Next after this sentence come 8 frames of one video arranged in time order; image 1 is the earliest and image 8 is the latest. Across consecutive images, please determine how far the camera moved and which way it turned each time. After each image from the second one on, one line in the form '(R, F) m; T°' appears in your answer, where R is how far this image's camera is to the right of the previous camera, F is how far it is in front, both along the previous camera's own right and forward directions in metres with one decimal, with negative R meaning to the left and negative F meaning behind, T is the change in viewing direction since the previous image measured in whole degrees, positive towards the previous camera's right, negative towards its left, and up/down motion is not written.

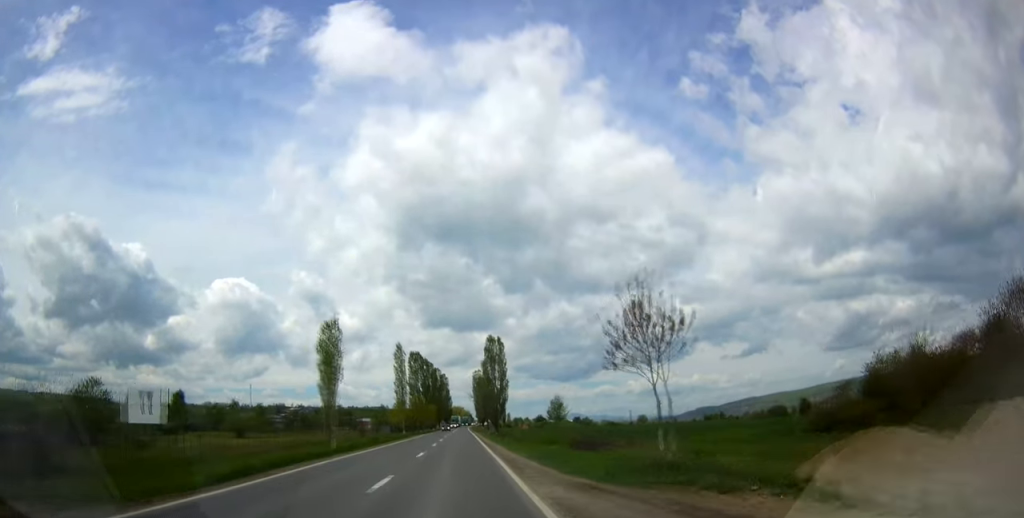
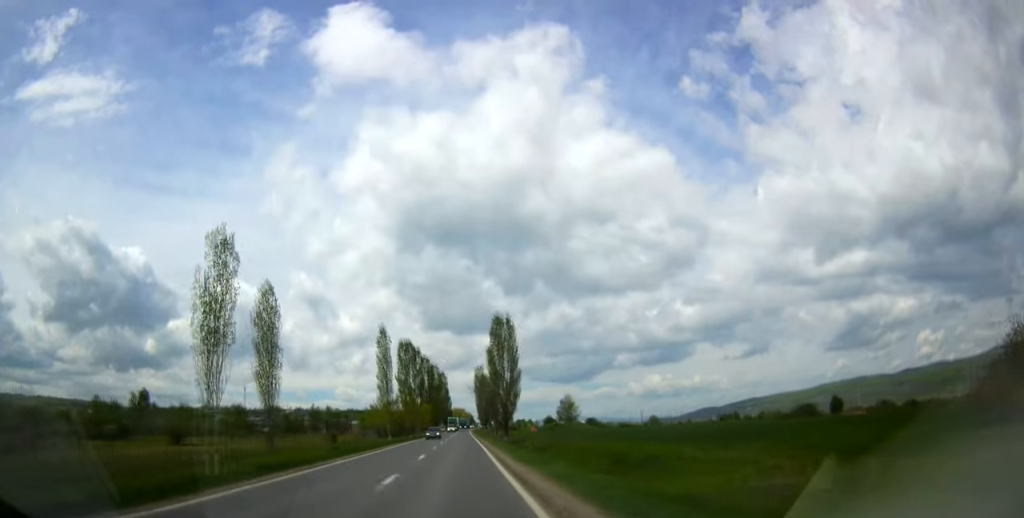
(+0.2, +22.6) m; -1°
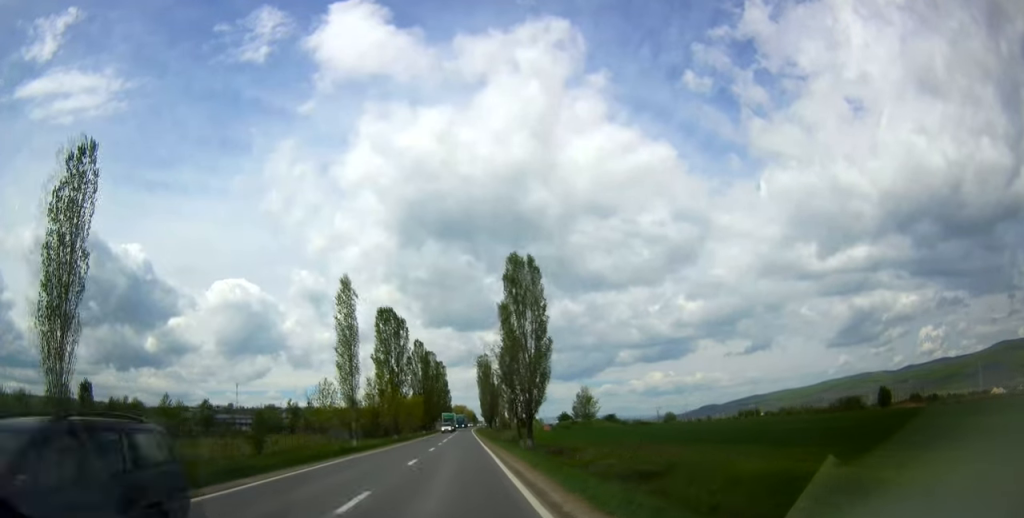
(-0.6, +29.0) m; -1°
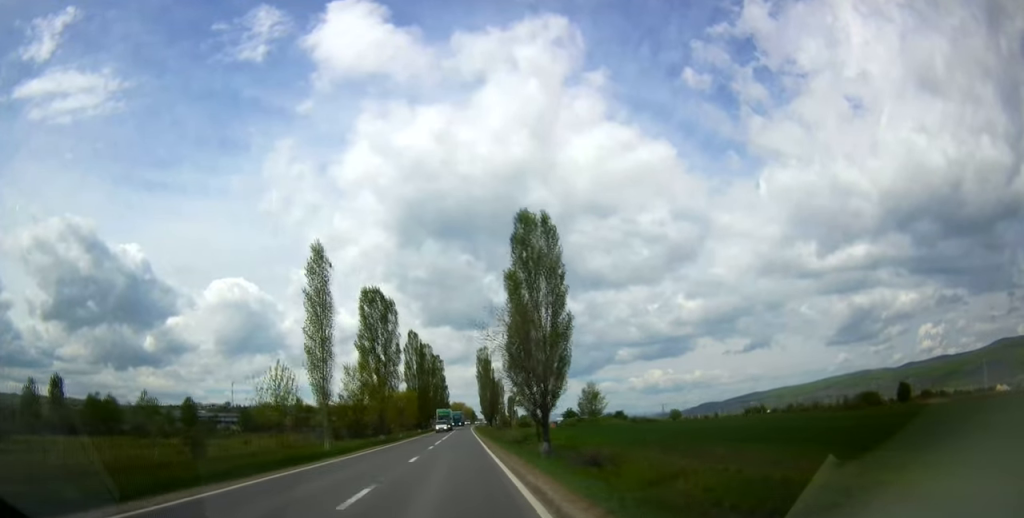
(-0.1, +11.2) m; +1°
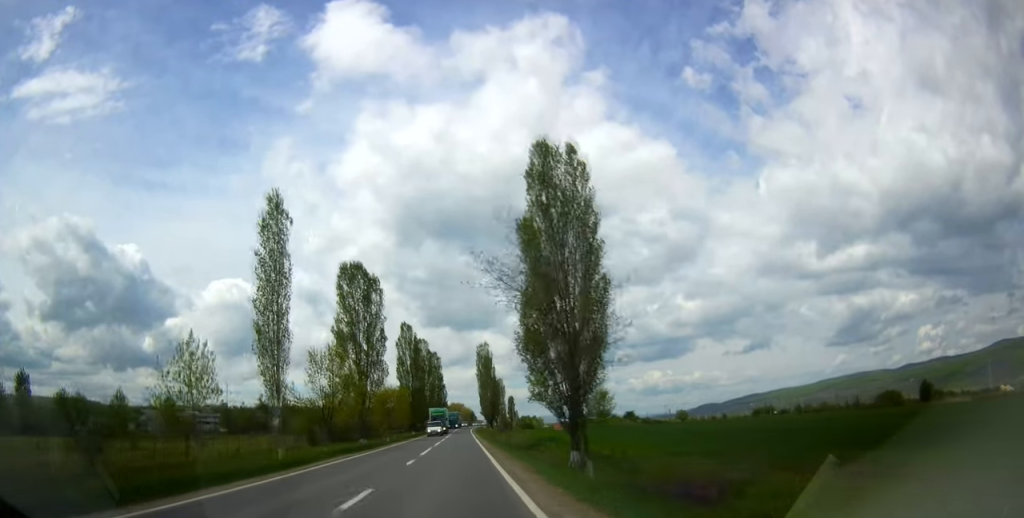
(+0.1, +11.2) m; +1°
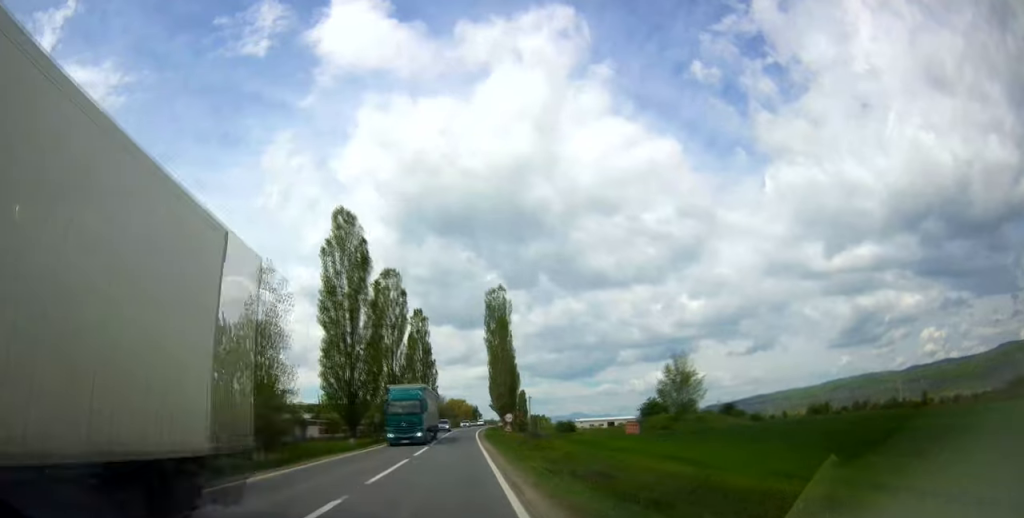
(+1.0, +63.1) m; 0°
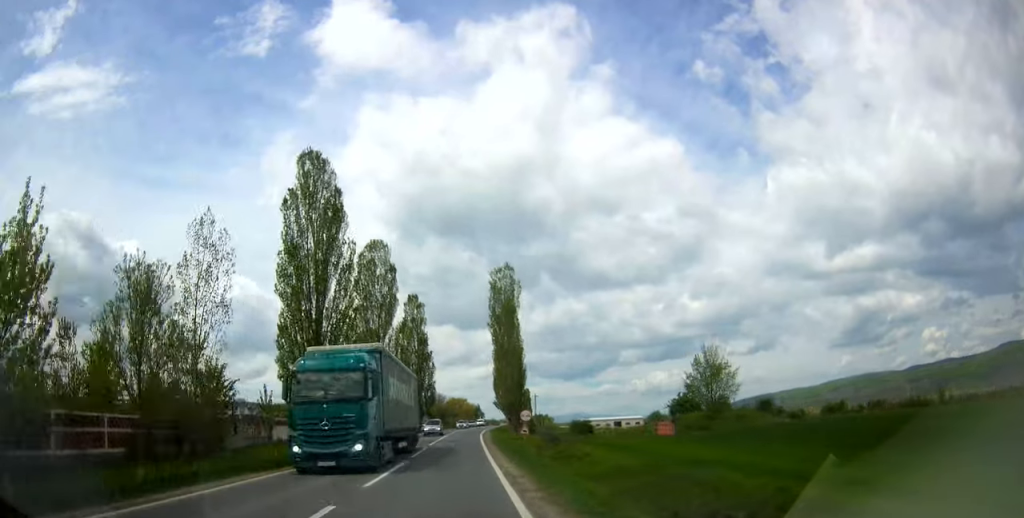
(-0.1, +13.1) m; 0°
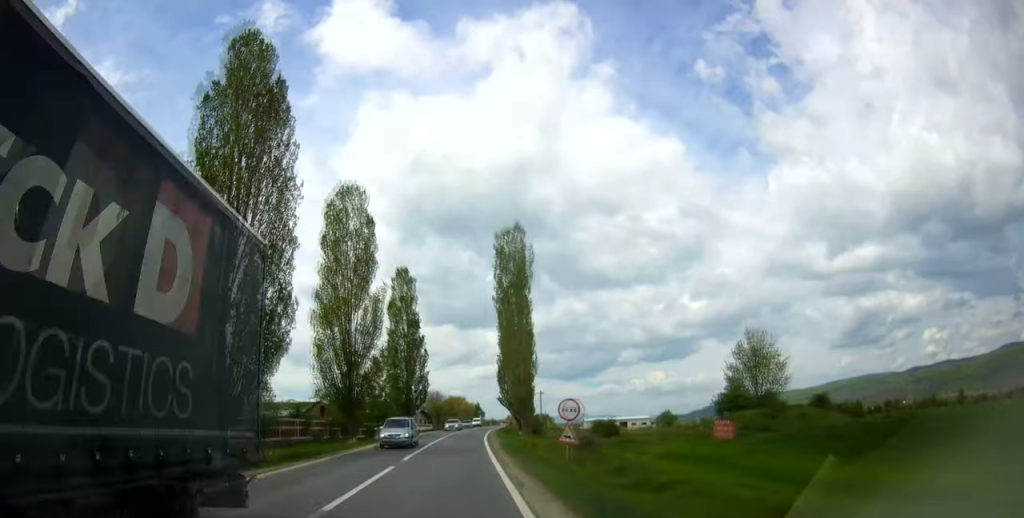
(-0.1, +15.8) m; 0°
